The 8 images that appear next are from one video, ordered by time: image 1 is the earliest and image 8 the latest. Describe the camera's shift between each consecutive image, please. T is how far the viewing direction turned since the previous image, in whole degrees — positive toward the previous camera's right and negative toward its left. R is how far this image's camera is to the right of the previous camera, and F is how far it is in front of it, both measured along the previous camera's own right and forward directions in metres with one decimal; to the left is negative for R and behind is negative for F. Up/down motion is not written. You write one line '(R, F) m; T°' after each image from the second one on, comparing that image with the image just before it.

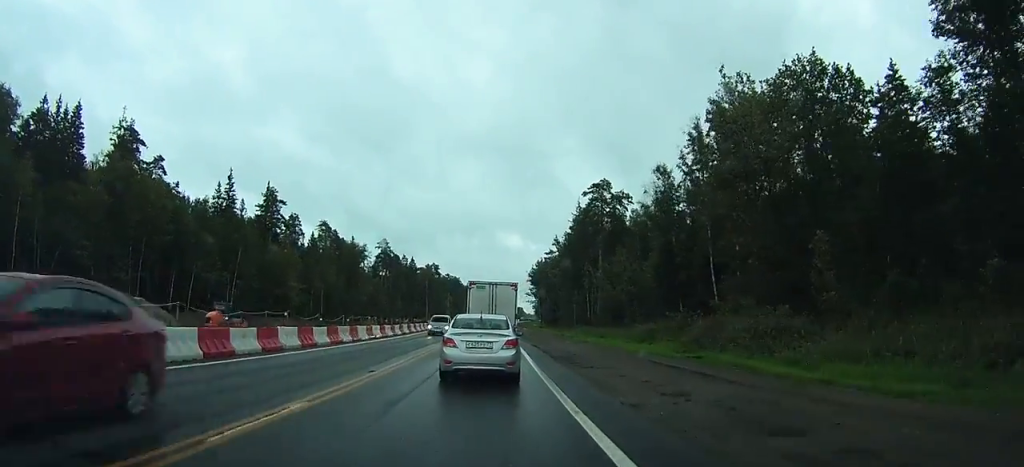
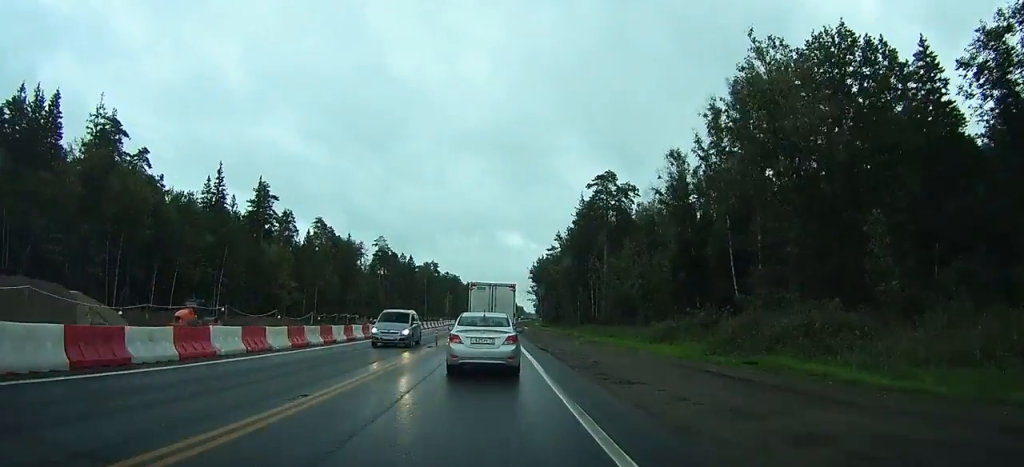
(0.0, +5.5) m; 0°
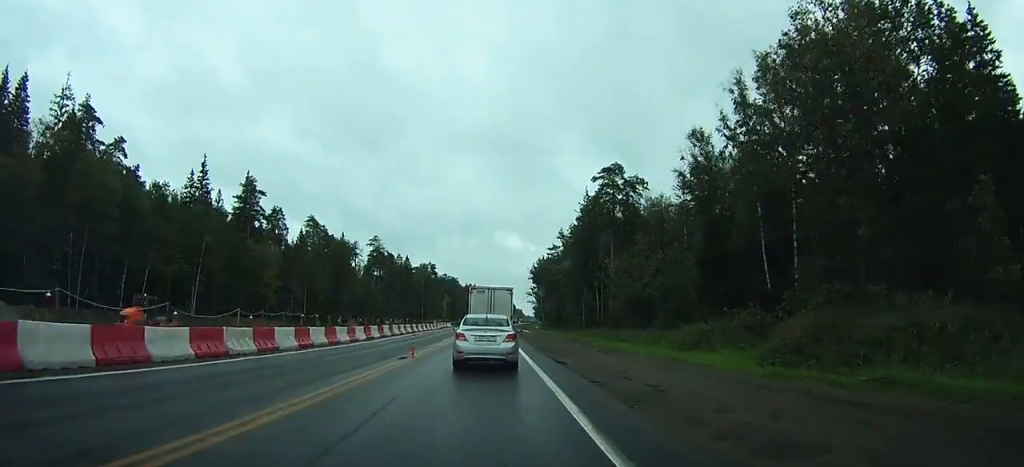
(0.0, +7.1) m; 0°
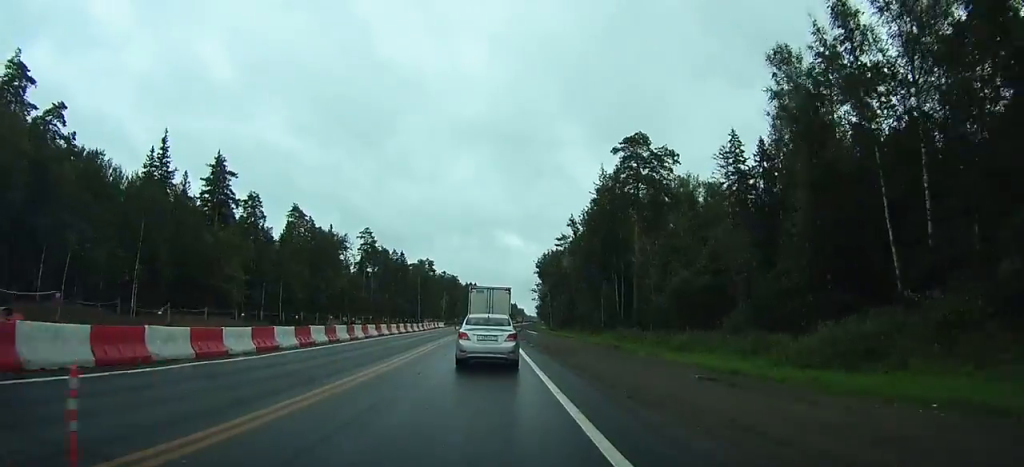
(-0.1, +14.6) m; 0°
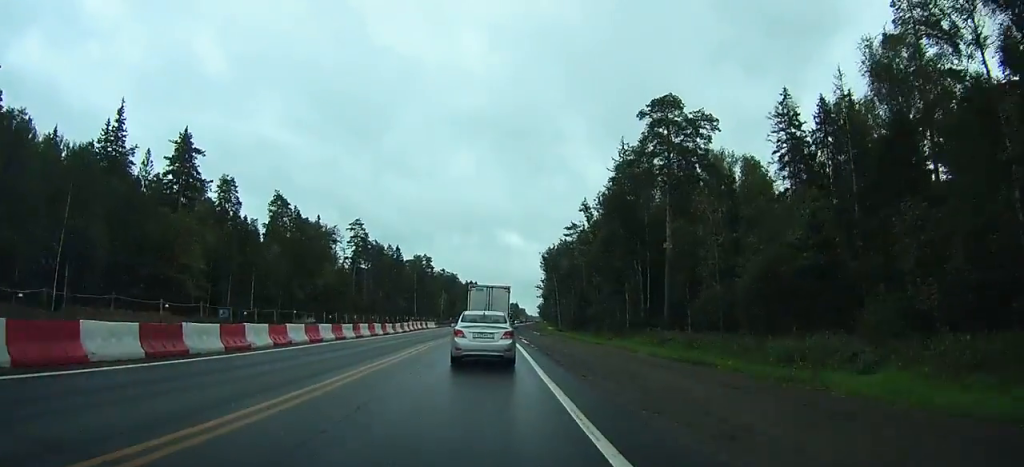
(0.0, +13.0) m; +1°
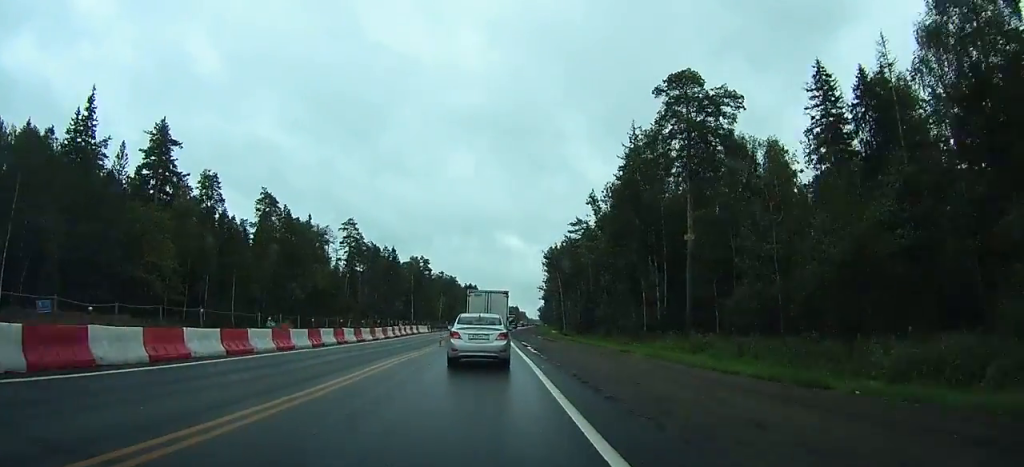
(0.0, +7.3) m; 0°
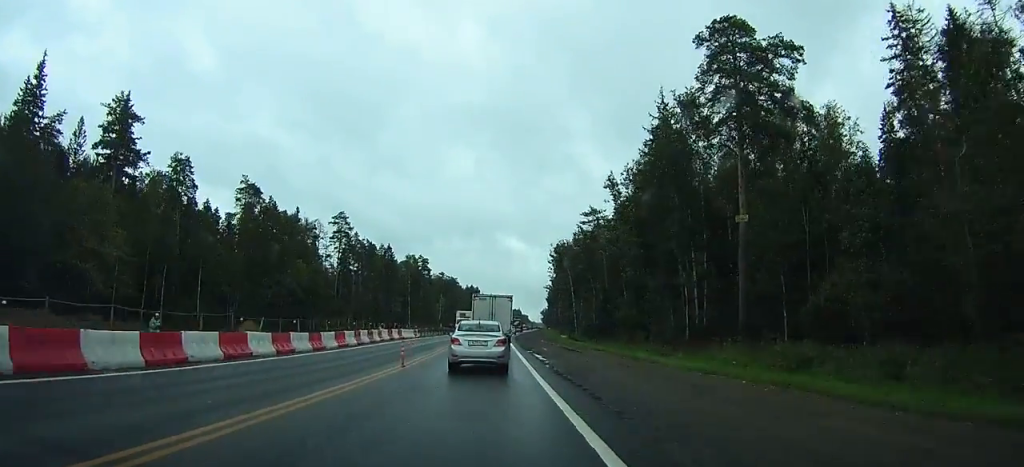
(+0.2, +12.5) m; +1°
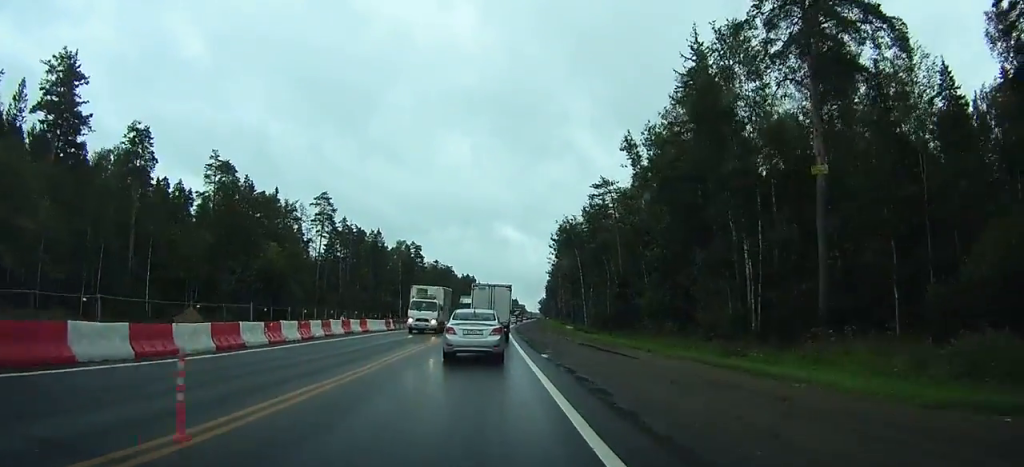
(+0.1, +12.1) m; 0°
